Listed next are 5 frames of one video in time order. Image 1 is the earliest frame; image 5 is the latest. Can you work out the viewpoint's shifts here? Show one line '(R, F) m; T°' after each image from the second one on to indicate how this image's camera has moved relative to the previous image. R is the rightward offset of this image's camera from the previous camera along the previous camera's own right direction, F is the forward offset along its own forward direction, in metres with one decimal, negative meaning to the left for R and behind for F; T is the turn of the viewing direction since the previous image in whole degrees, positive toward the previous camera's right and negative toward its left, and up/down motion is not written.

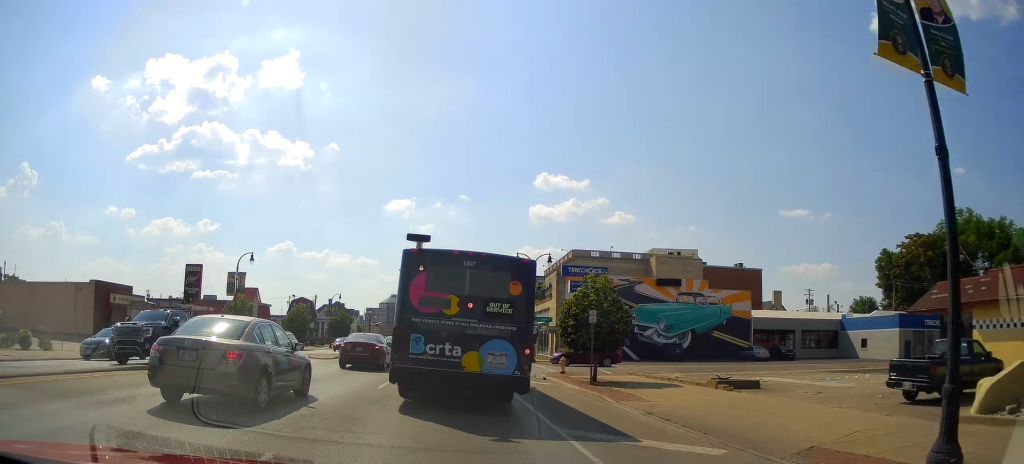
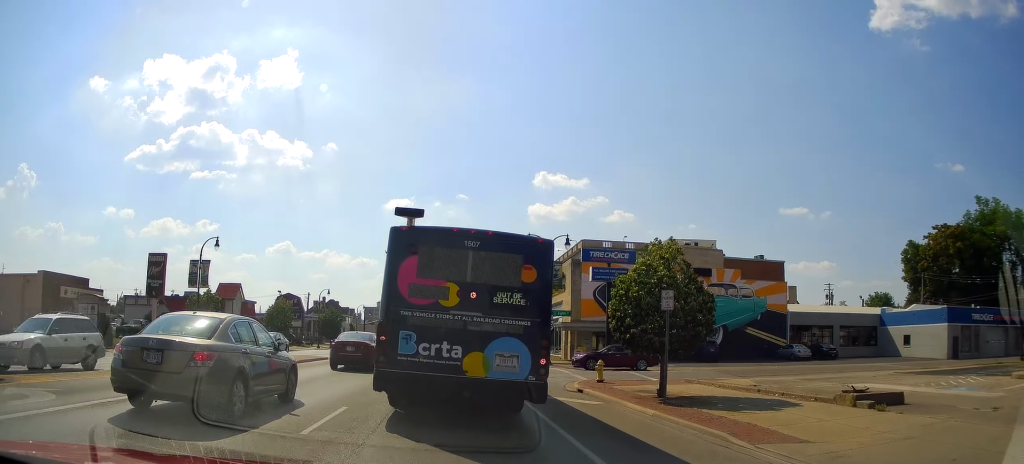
(+0.3, +6.3) m; +5°
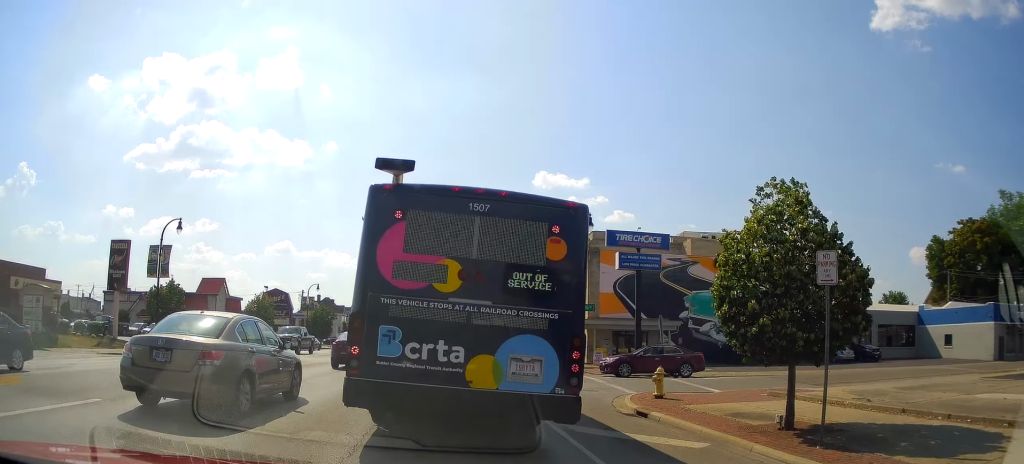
(-0.1, +5.0) m; -5°
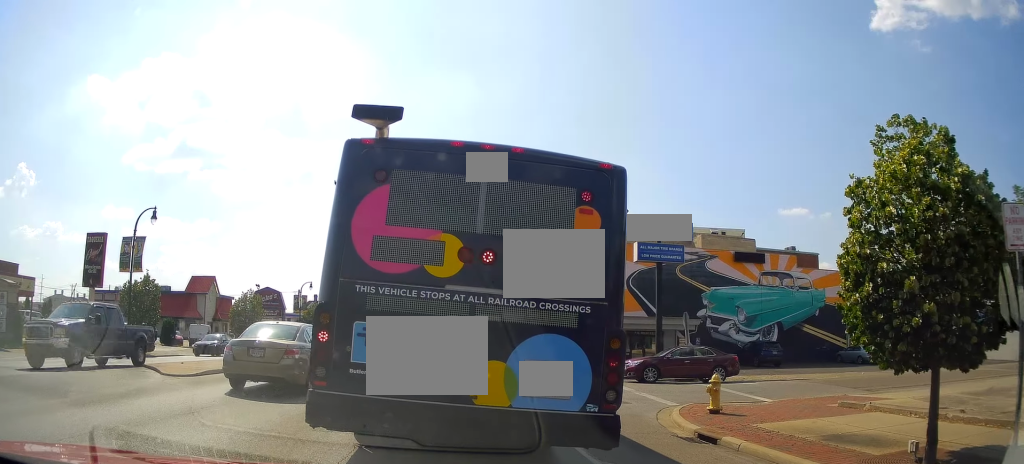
(+0.1, +2.9) m; +2°
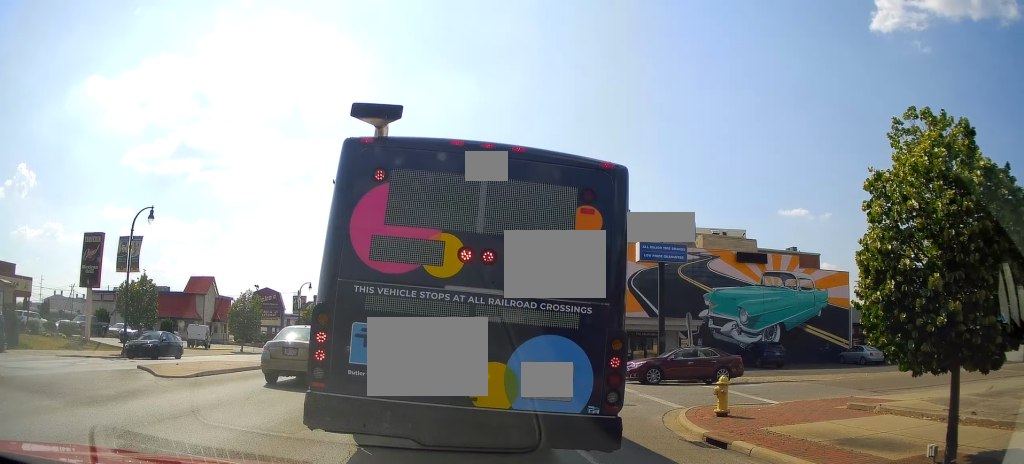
(+0.4, +0.5) m; 0°
